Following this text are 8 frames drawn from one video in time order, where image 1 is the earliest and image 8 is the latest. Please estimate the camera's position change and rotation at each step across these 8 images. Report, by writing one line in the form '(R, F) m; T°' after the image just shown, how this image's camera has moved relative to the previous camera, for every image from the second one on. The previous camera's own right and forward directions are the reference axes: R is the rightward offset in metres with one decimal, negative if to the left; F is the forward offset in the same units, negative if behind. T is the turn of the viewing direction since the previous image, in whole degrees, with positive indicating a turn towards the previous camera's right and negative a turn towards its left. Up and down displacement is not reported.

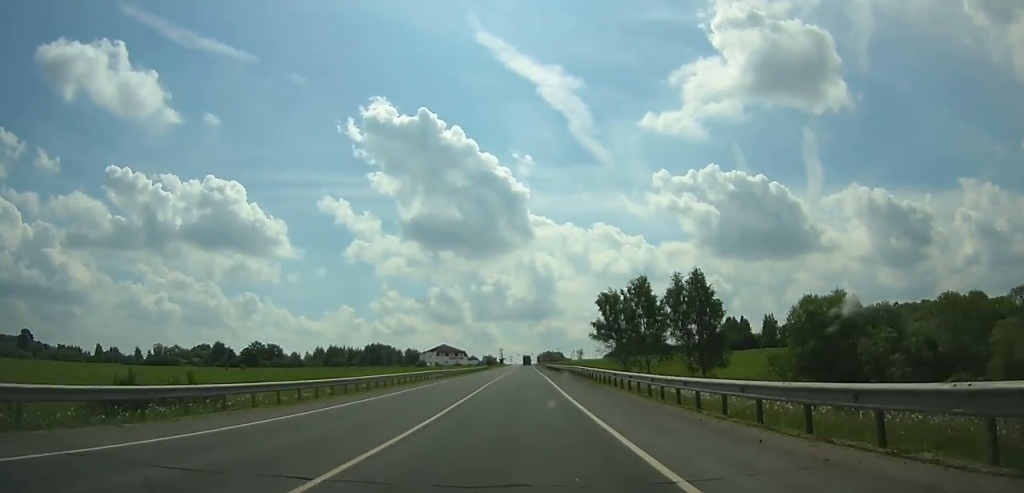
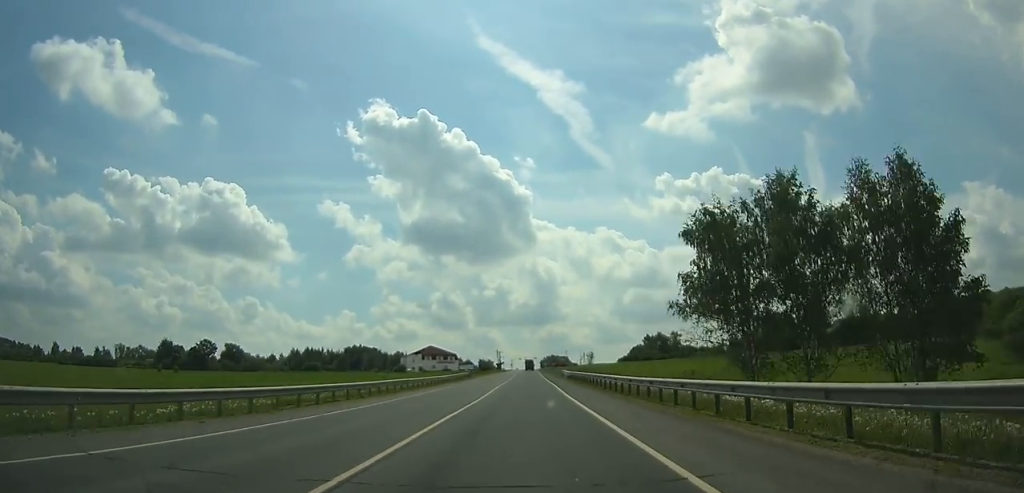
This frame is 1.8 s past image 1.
(0.0, +48.0) m; 0°
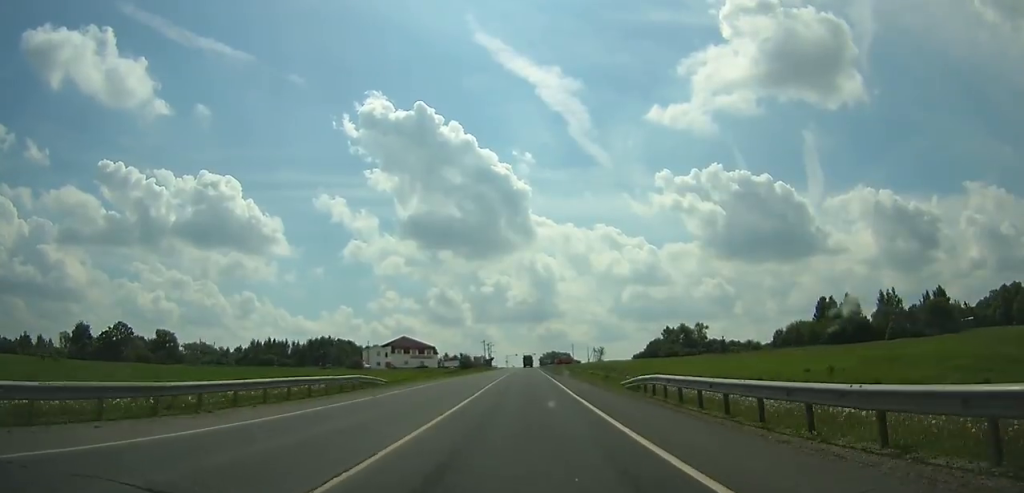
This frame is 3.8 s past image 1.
(0.0, +52.1) m; 0°
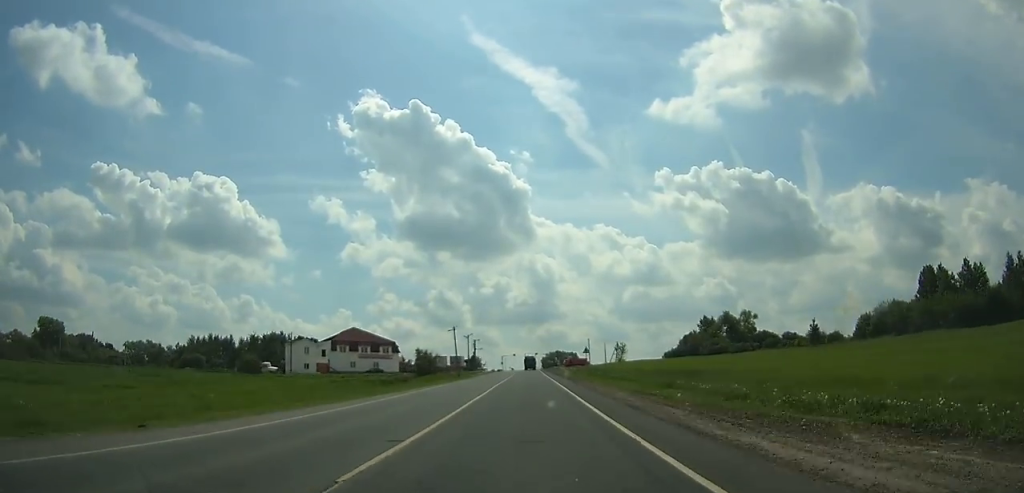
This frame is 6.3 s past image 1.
(0.0, +58.4) m; 0°
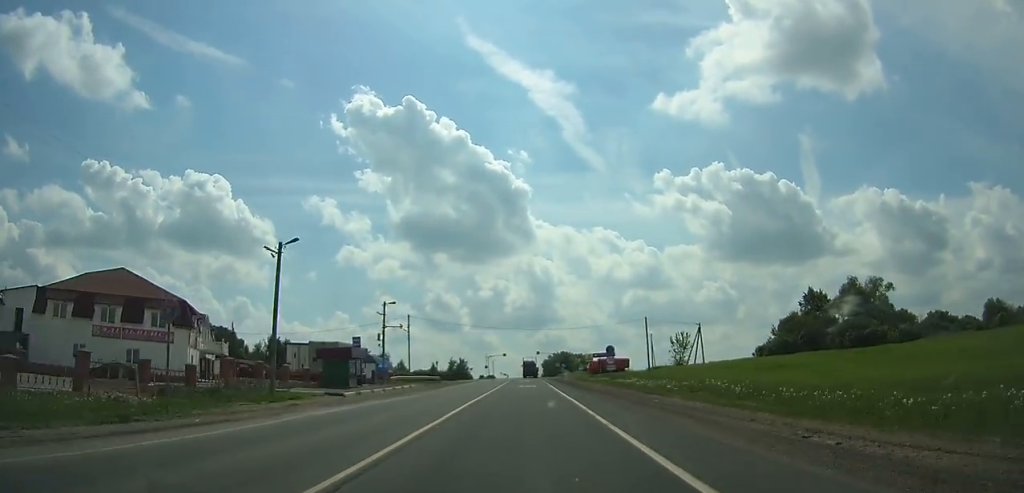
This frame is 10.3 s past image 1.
(+0.1, +87.1) m; 0°
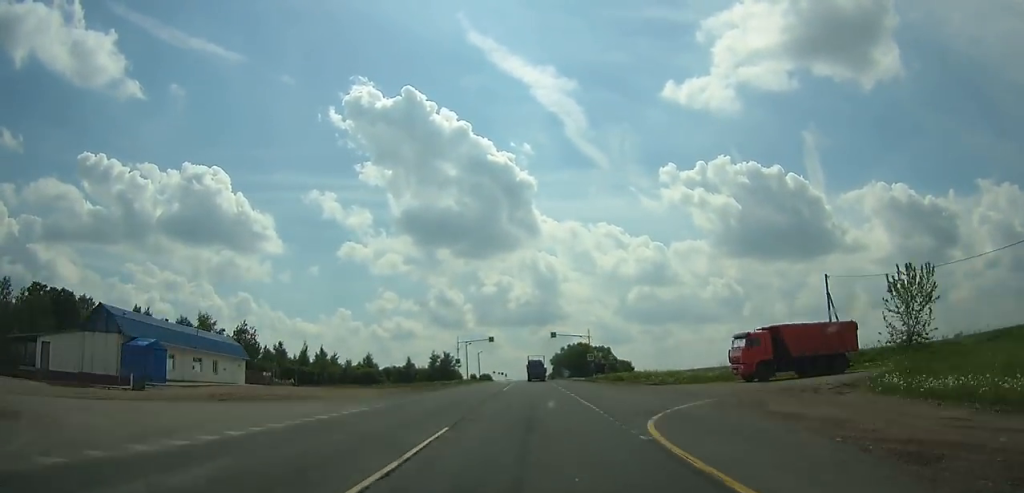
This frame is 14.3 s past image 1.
(-0.2, +79.2) m; 0°
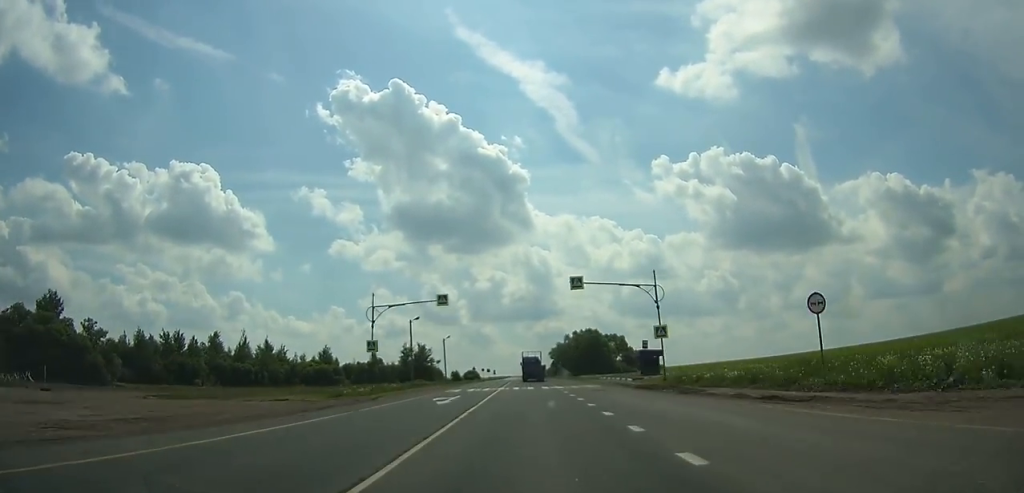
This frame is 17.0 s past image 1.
(+0.1, +49.7) m; 0°
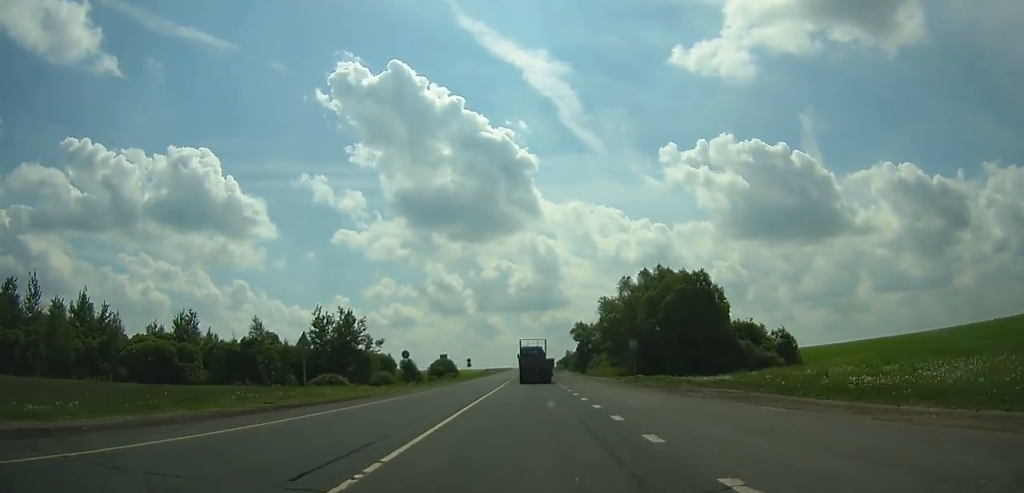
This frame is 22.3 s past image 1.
(-0.3, +93.1) m; 0°
